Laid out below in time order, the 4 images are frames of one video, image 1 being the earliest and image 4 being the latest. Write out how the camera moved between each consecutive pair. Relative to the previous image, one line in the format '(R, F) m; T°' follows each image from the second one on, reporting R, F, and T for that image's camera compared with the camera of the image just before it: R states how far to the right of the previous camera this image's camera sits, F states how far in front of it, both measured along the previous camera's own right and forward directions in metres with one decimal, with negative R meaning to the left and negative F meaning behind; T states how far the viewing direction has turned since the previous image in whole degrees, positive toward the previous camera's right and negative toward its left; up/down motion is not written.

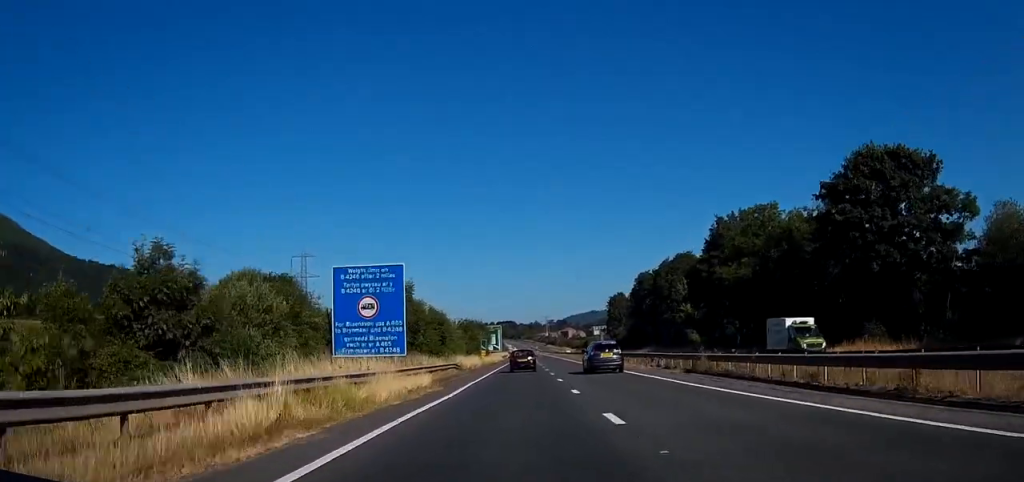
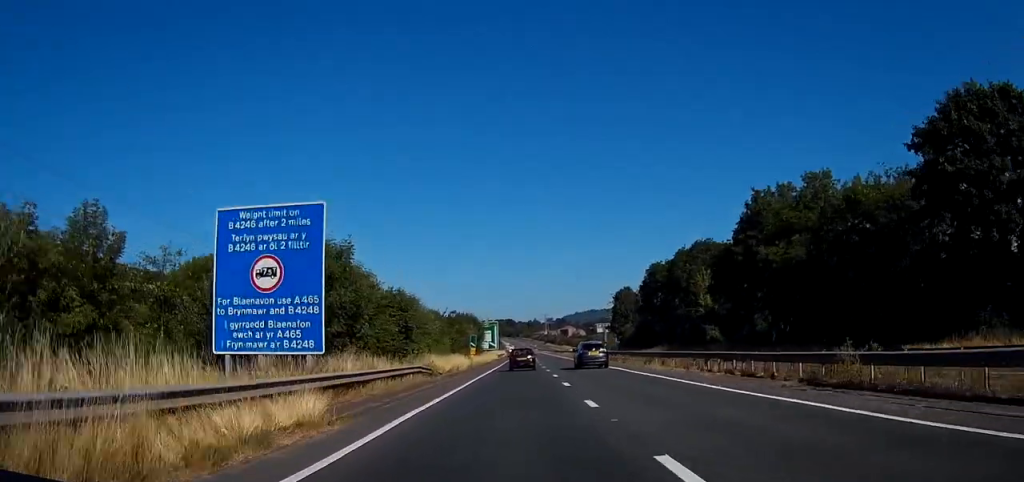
(0.0, +15.0) m; 0°
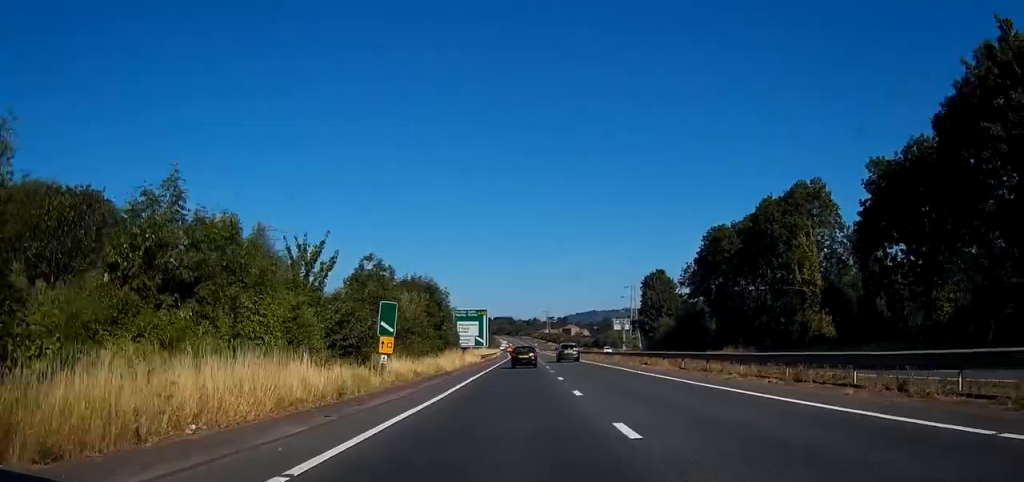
(-0.1, +43.6) m; 0°
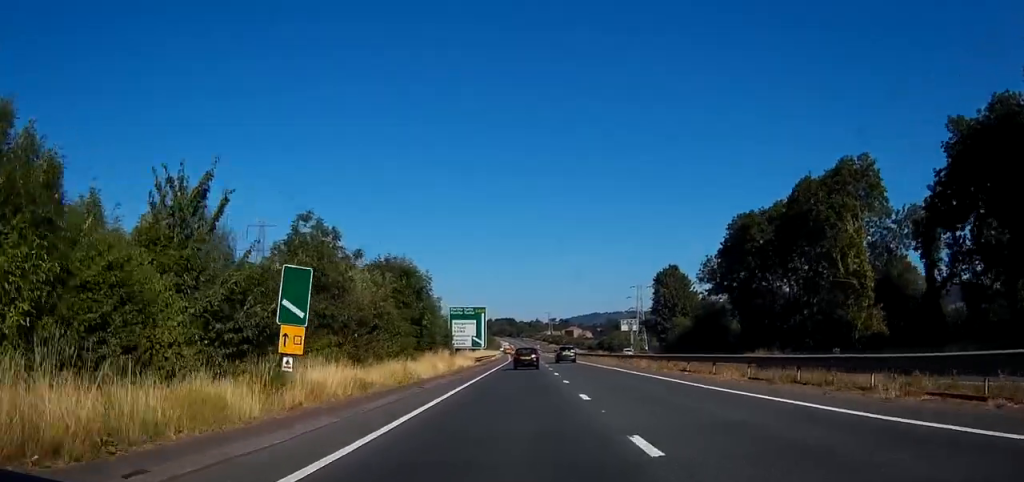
(0.0, +11.0) m; 0°
